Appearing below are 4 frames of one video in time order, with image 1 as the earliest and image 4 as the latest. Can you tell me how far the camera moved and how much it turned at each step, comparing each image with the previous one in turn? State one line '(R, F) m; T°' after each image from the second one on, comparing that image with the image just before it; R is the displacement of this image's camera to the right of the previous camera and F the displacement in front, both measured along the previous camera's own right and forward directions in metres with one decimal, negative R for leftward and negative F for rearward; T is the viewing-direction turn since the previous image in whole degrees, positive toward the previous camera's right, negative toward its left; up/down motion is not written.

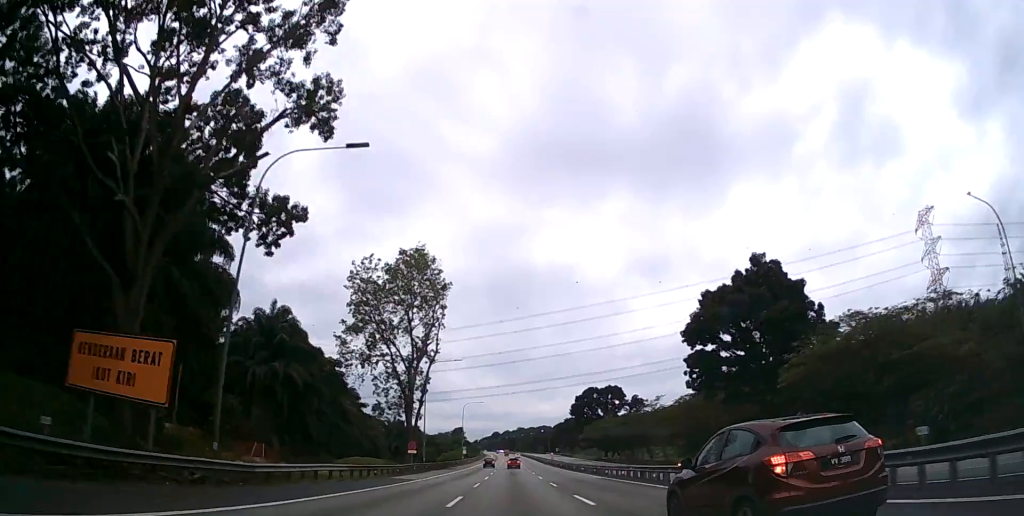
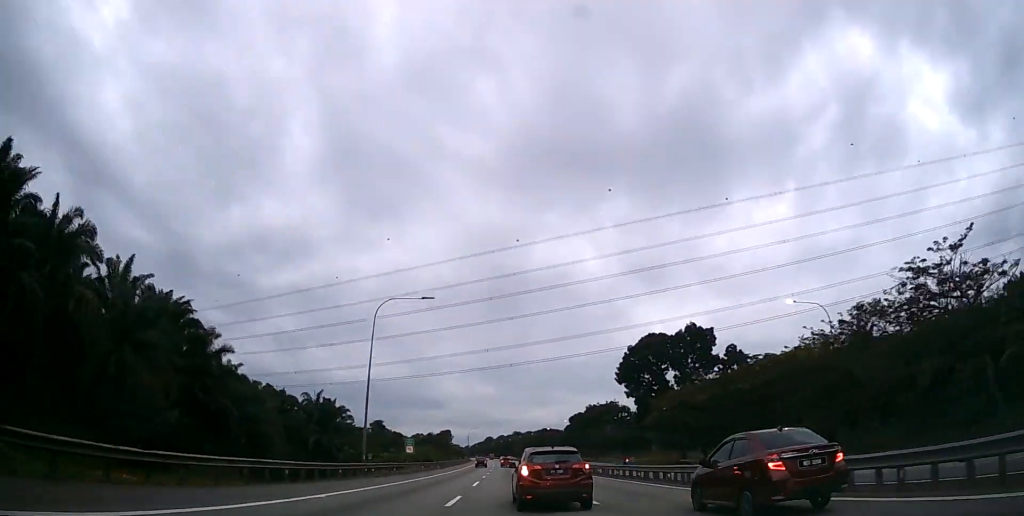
(+0.2, +71.8) m; 0°
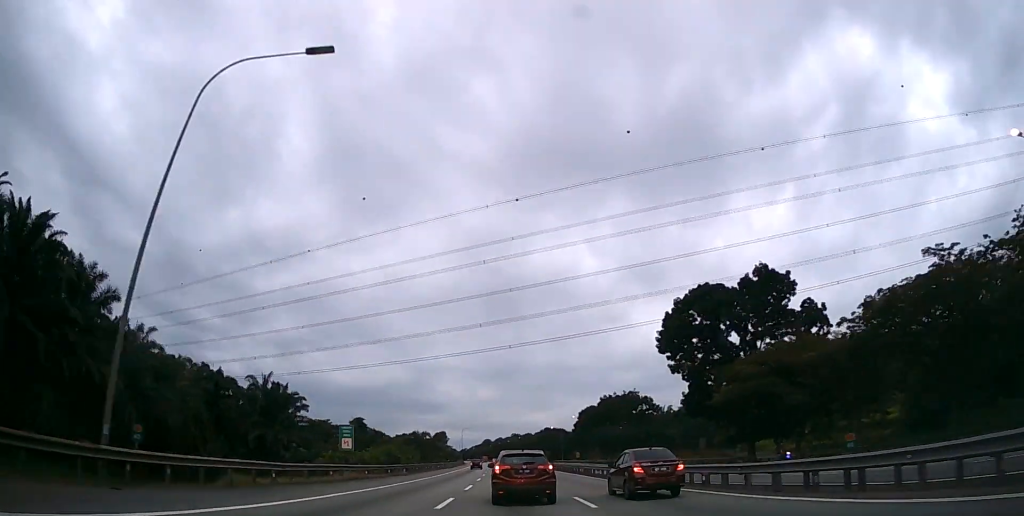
(0.0, +24.9) m; 0°
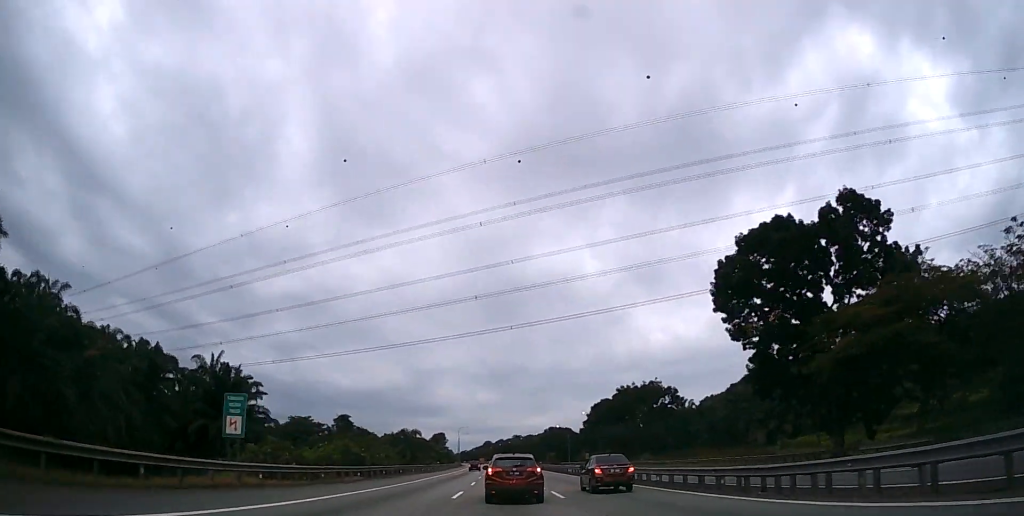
(0.0, +17.2) m; 0°
